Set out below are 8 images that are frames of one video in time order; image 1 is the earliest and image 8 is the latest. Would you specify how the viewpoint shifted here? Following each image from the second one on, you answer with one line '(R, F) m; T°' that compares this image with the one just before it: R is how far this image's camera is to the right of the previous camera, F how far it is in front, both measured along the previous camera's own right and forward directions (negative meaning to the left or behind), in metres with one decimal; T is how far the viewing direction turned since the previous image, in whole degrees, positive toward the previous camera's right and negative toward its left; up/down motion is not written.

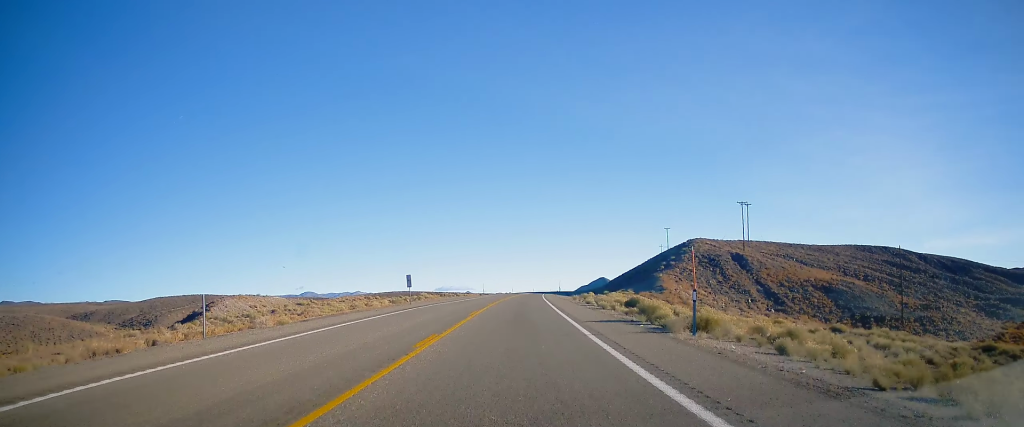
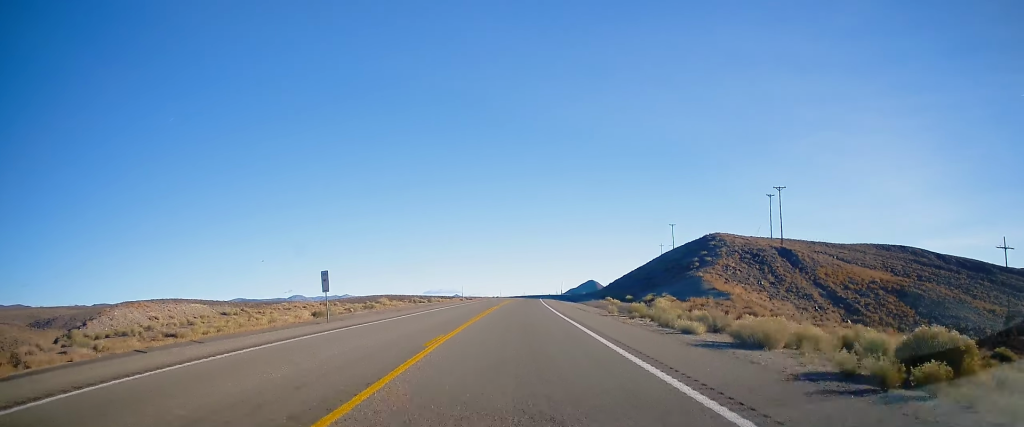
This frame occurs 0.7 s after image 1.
(+0.4, +24.1) m; +1°
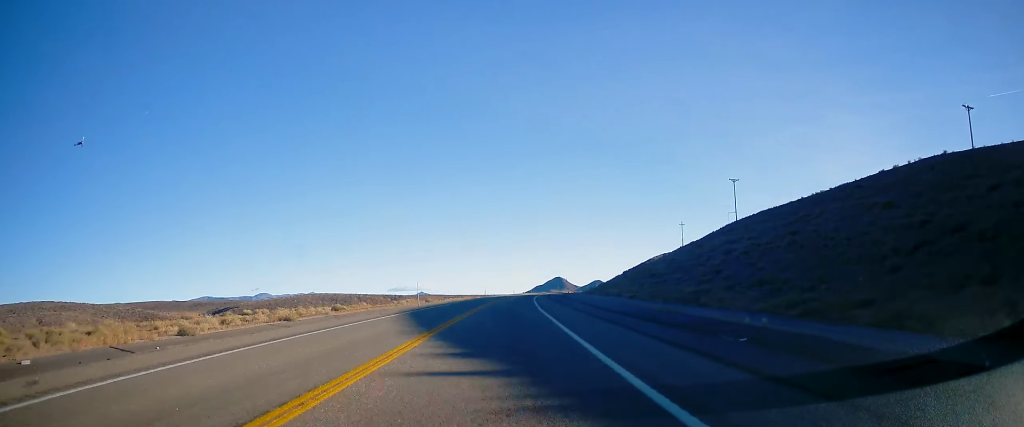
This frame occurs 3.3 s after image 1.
(+2.0, +87.9) m; +3°
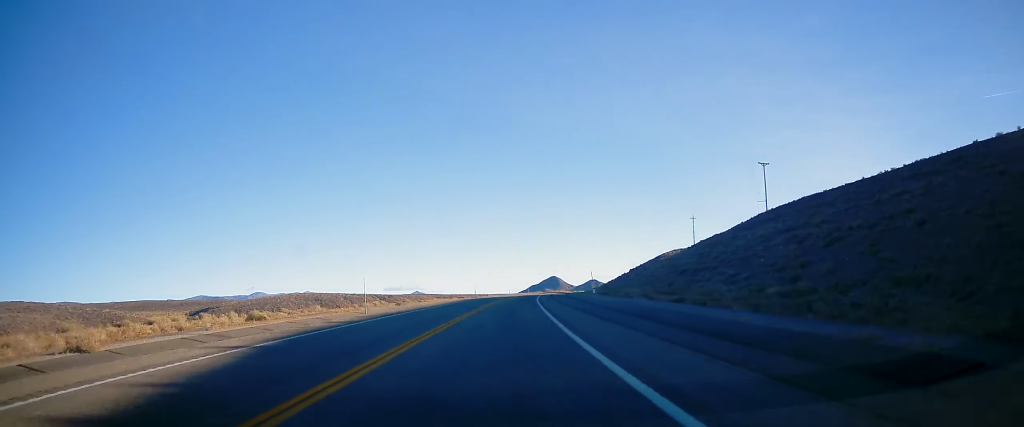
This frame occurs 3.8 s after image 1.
(+0.3, +18.2) m; +1°
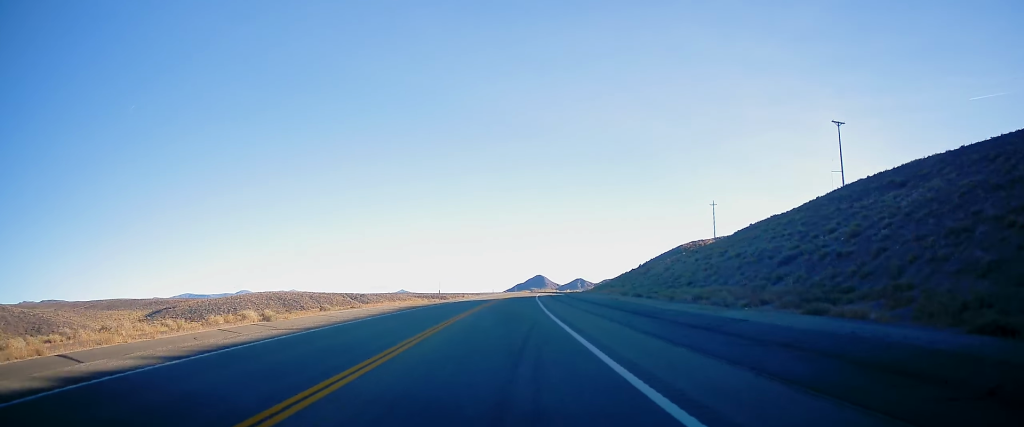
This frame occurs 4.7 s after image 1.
(+0.4, +32.1) m; +1°
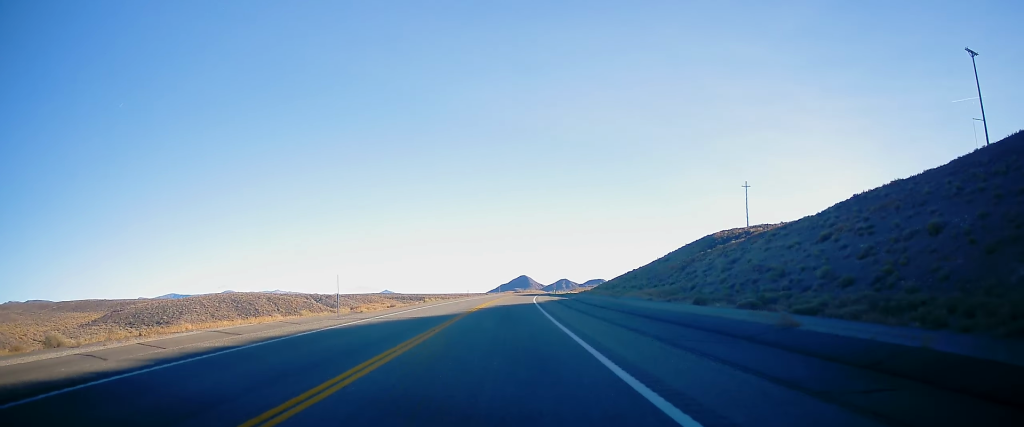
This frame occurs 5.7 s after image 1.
(+0.3, +33.4) m; +1°
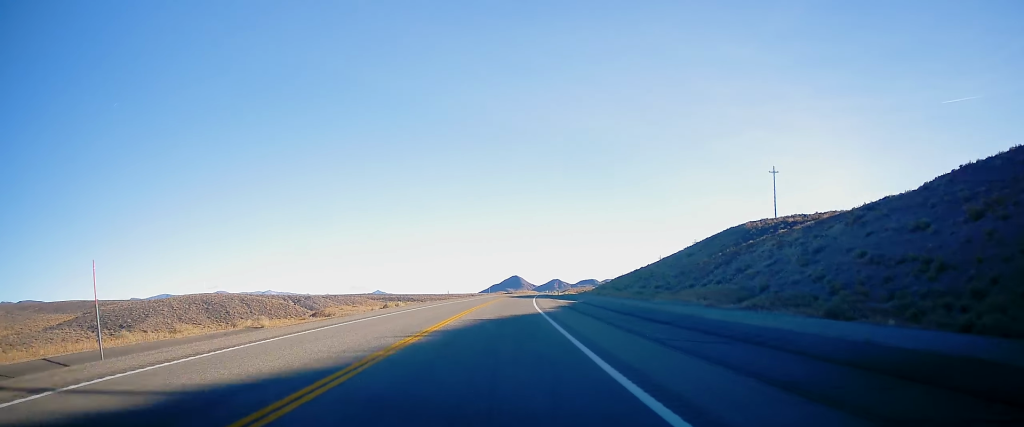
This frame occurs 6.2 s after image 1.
(+0.1, +18.4) m; +1°
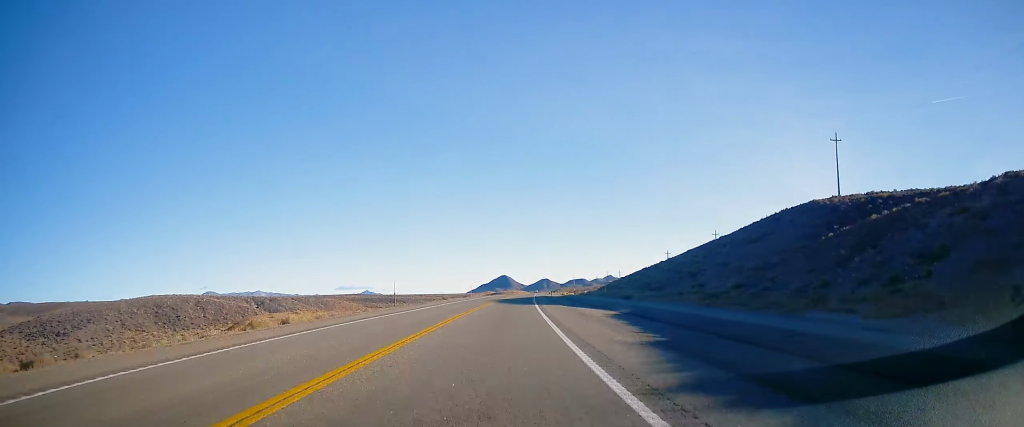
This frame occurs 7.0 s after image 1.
(+0.2, +27.8) m; +1°
